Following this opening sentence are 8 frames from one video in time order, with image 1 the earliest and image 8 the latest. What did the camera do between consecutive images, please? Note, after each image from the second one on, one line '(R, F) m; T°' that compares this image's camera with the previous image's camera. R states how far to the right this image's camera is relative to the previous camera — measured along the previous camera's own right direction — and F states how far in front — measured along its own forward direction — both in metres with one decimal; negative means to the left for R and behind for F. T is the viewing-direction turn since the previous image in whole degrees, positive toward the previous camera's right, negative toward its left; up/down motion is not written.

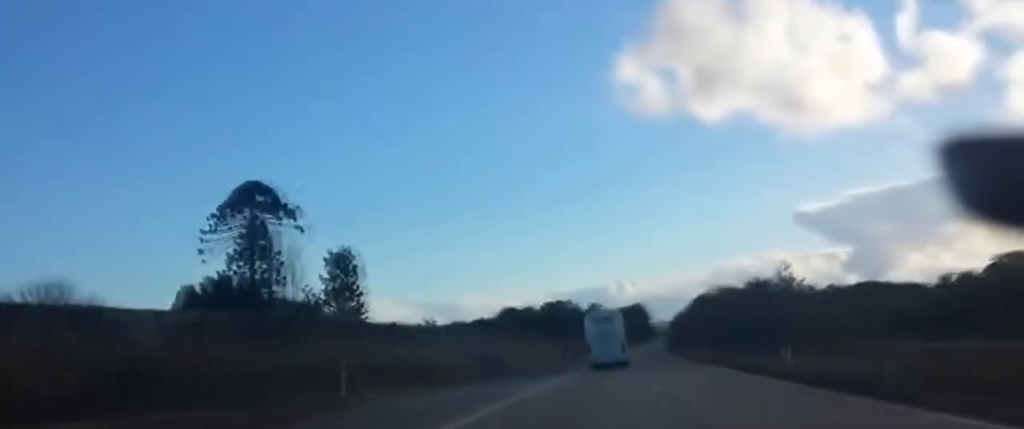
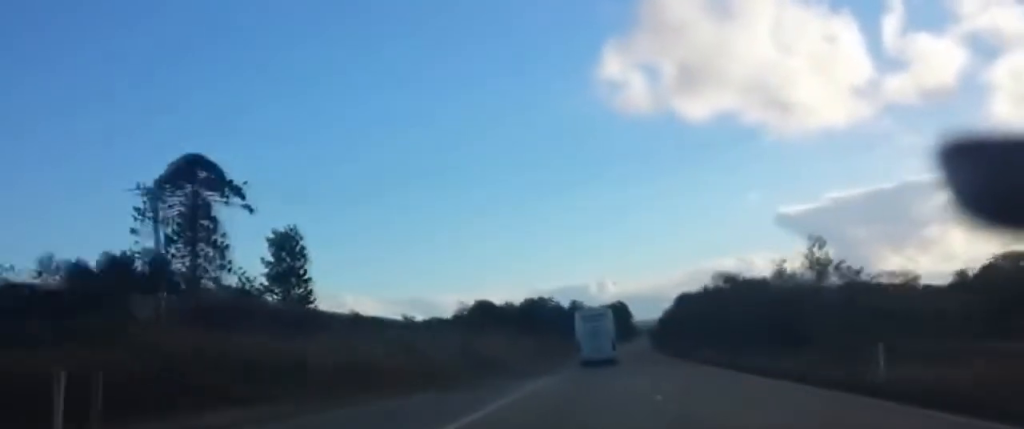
(+0.2, +12.8) m; +1°
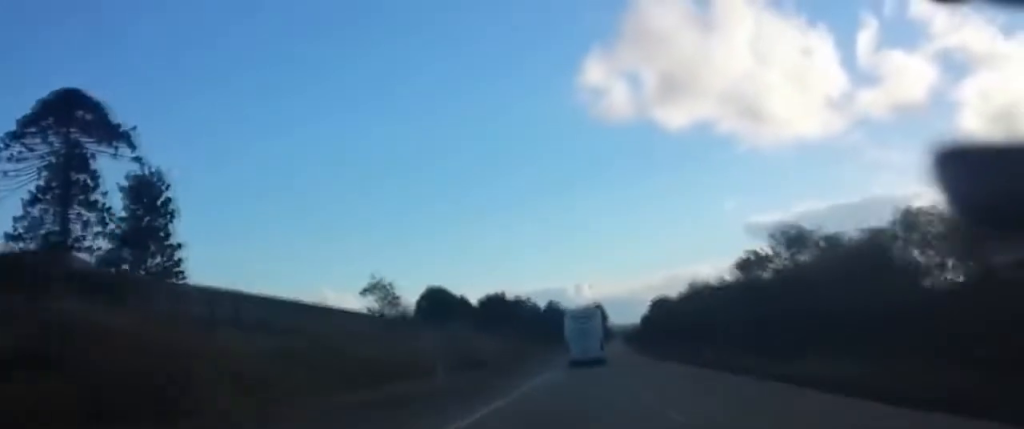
(+0.2, +29.0) m; +1°
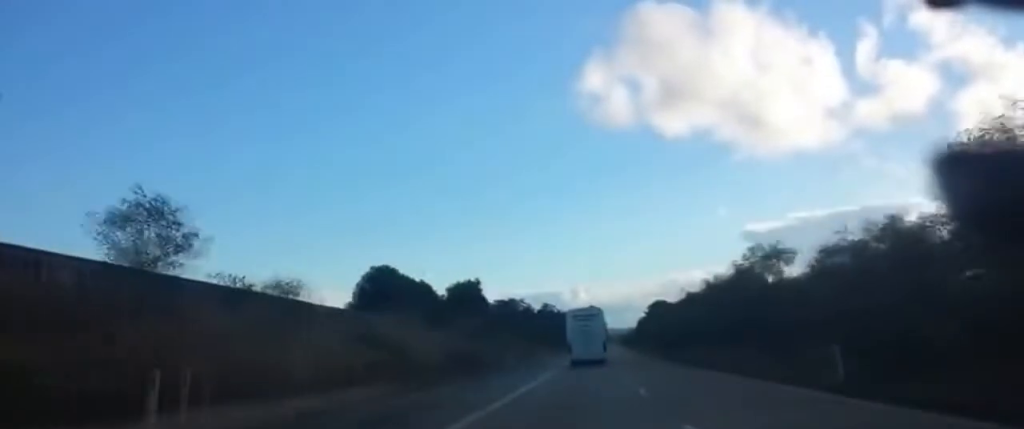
(+0.2, +28.2) m; 0°
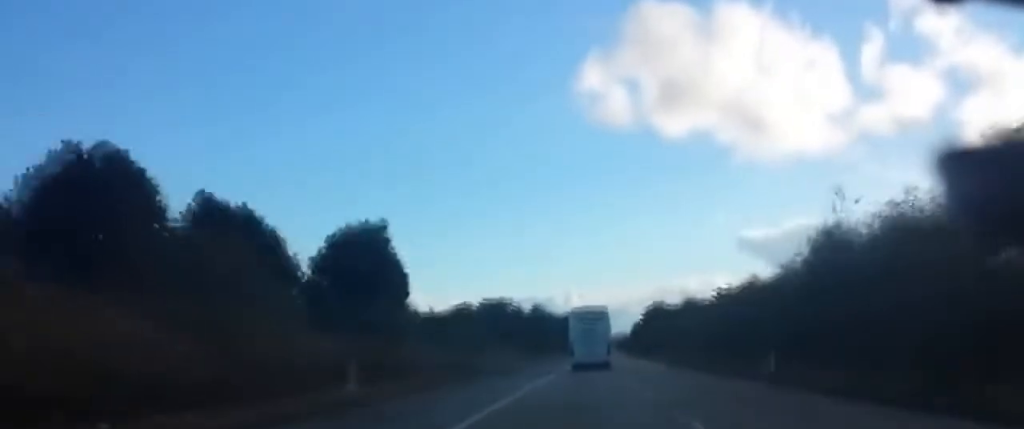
(0.0, +51.2) m; +1°
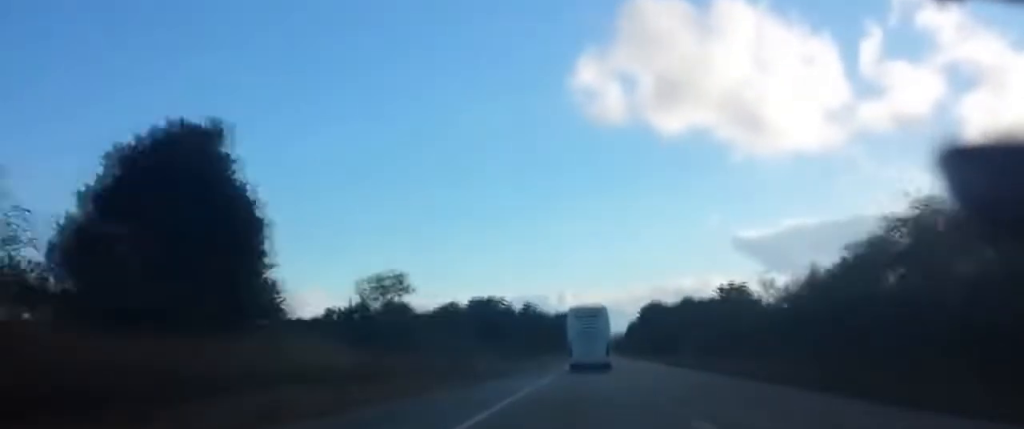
(+0.3, +29.3) m; 0°
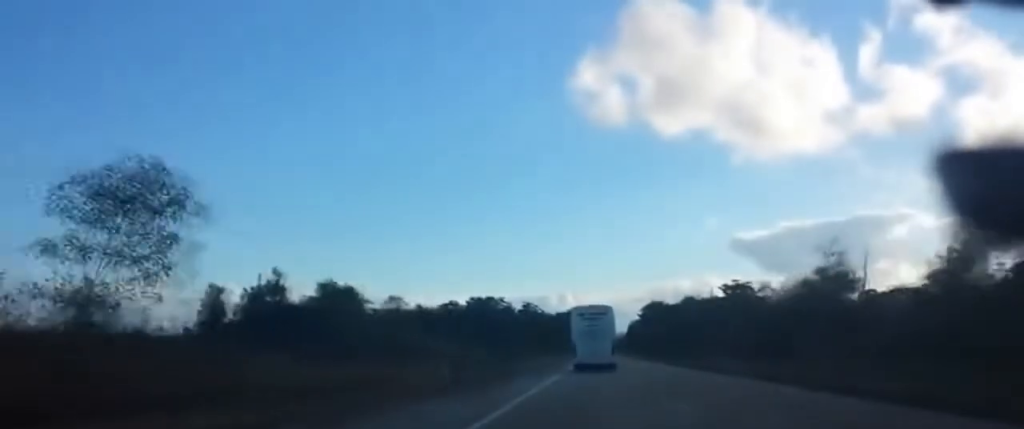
(0.0, +22.8) m; 0°
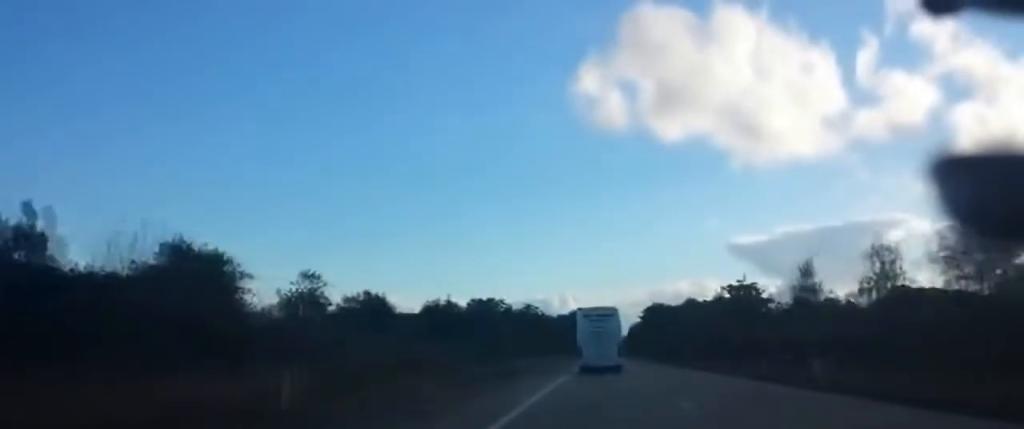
(-0.2, +24.6) m; 0°
